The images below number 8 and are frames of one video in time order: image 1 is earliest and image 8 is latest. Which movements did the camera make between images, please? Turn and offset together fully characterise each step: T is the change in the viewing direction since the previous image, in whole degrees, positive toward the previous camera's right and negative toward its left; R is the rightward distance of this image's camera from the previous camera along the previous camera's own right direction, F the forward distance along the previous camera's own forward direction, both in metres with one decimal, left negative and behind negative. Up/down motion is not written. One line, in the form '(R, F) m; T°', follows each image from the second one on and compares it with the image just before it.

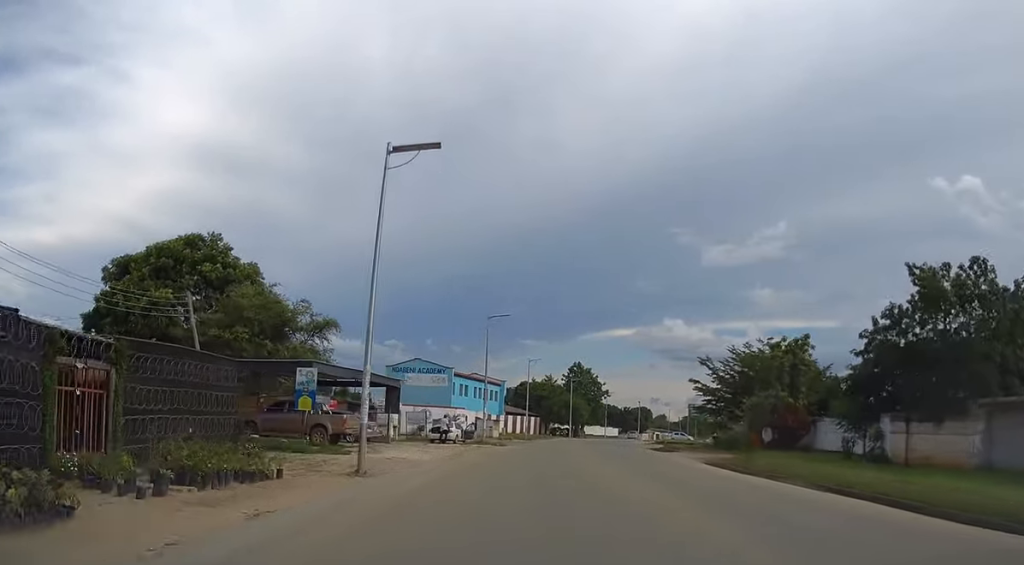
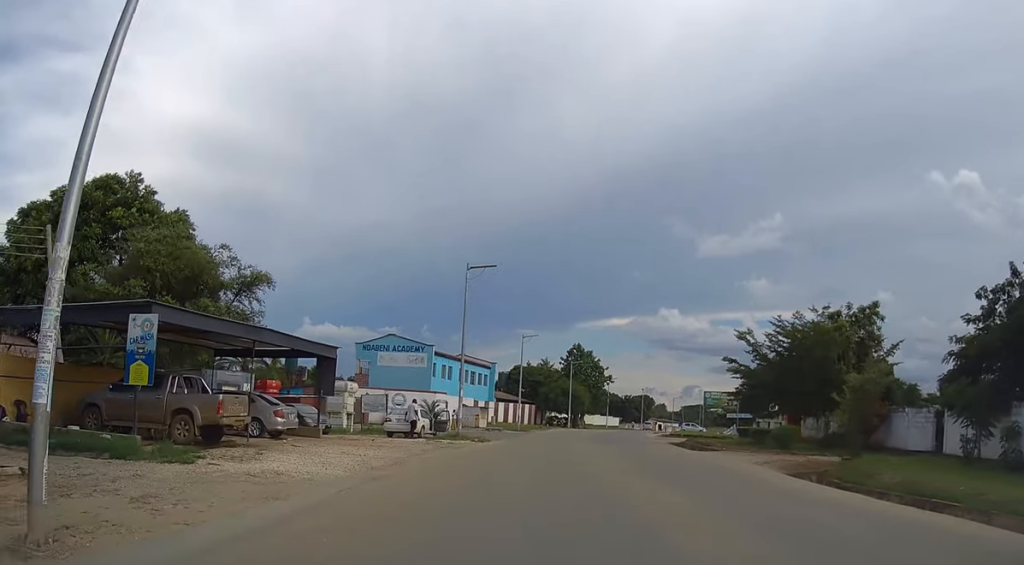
(+0.1, +11.3) m; +1°
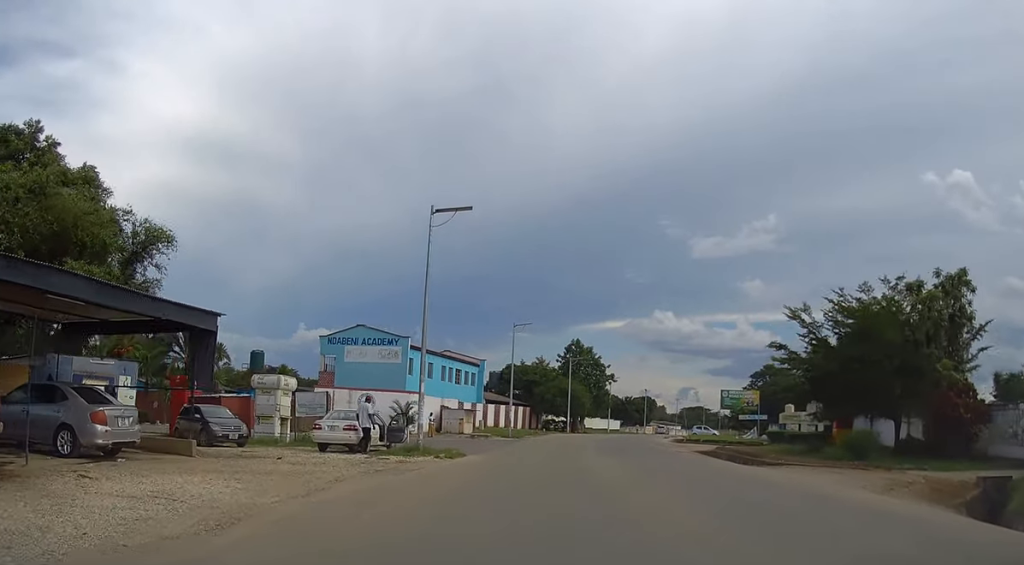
(0.0, +9.9) m; 0°
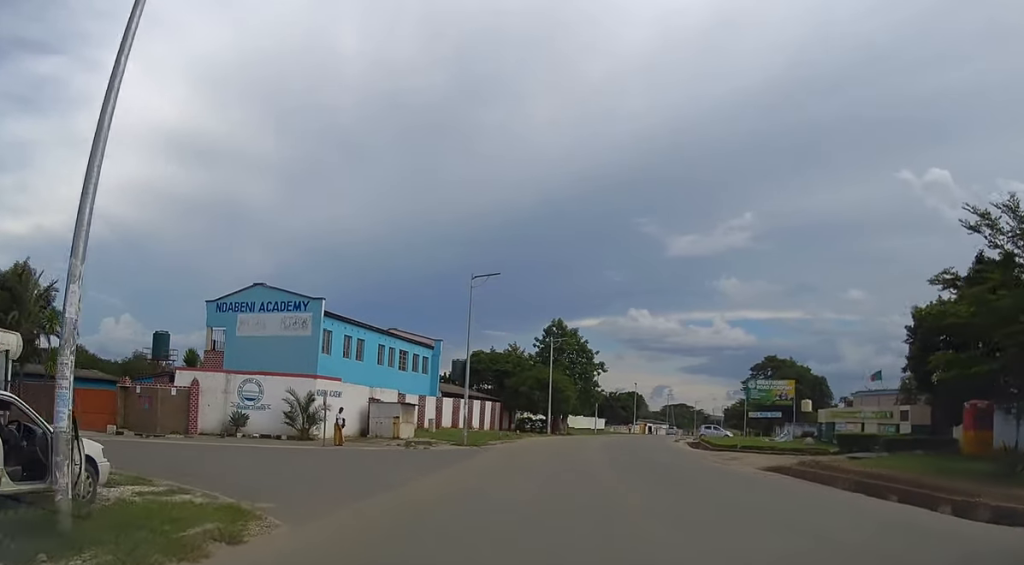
(+0.1, +17.2) m; +2°
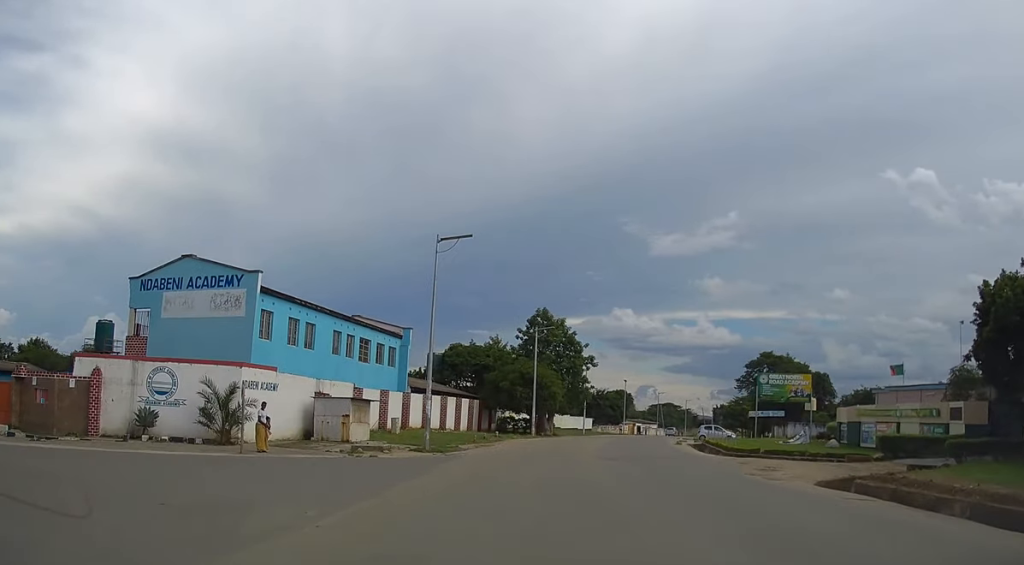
(+0.1, +7.1) m; +1°
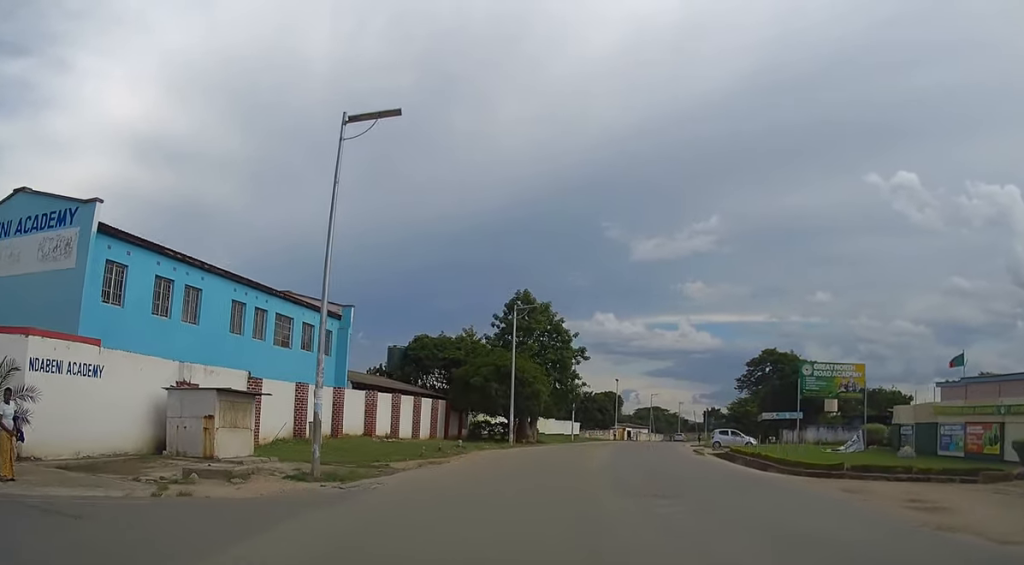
(+0.2, +11.7) m; +2°
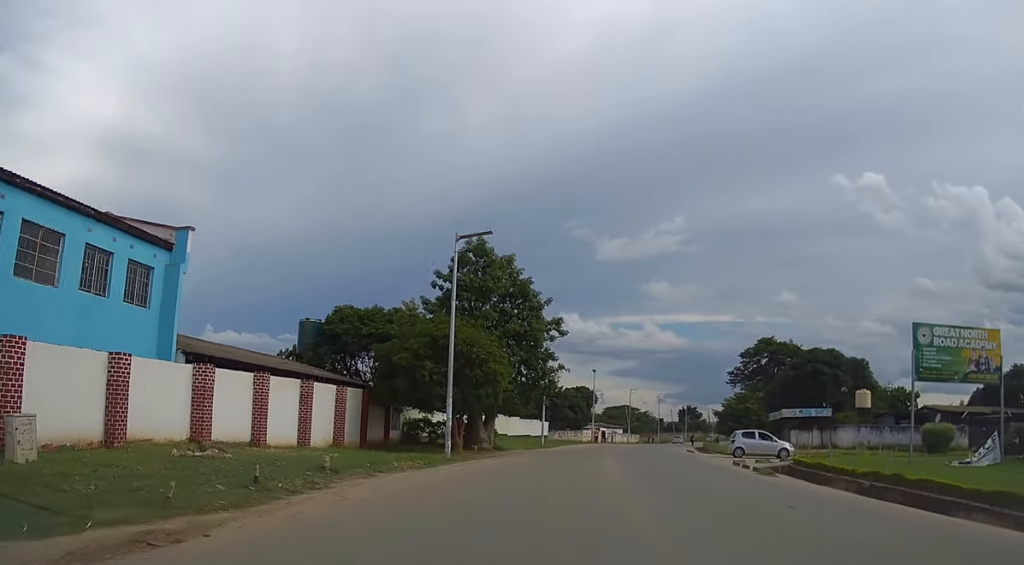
(+0.2, +15.7) m; +2°
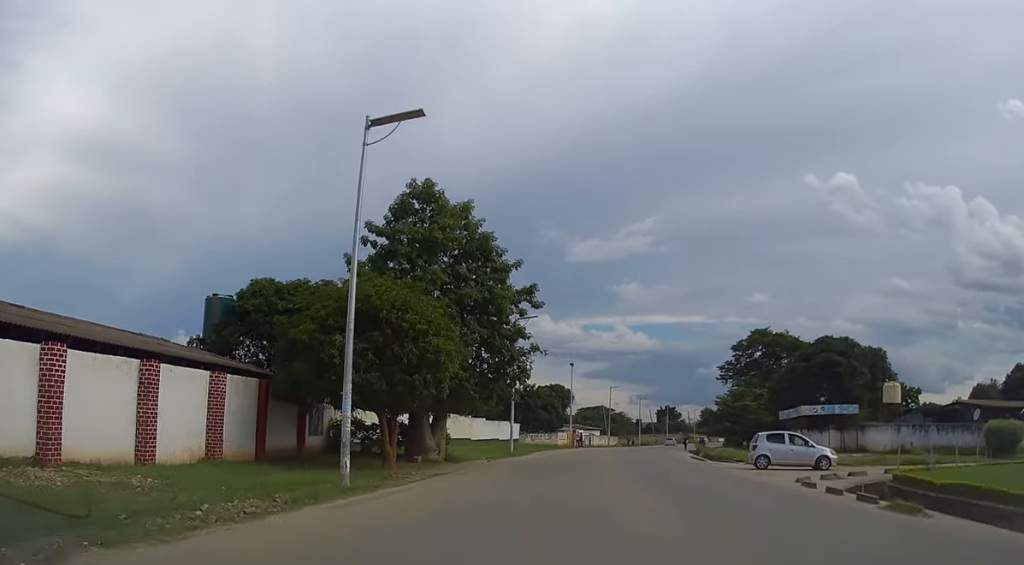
(+0.2, +10.3) m; +2°
